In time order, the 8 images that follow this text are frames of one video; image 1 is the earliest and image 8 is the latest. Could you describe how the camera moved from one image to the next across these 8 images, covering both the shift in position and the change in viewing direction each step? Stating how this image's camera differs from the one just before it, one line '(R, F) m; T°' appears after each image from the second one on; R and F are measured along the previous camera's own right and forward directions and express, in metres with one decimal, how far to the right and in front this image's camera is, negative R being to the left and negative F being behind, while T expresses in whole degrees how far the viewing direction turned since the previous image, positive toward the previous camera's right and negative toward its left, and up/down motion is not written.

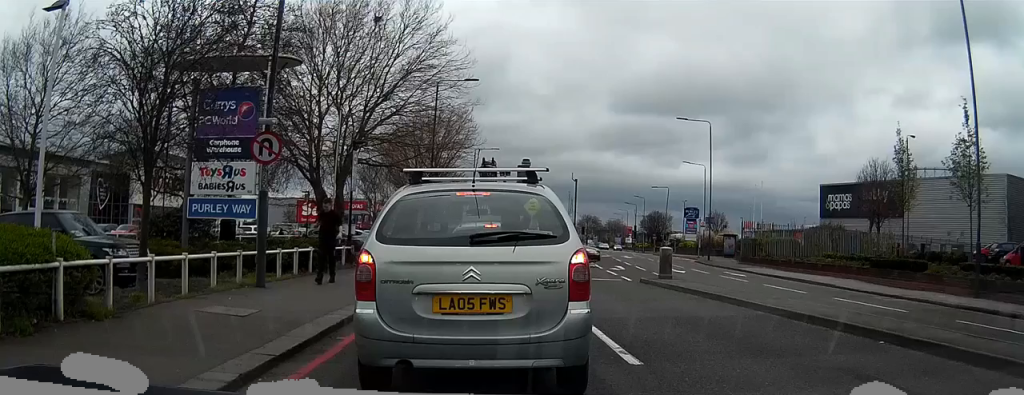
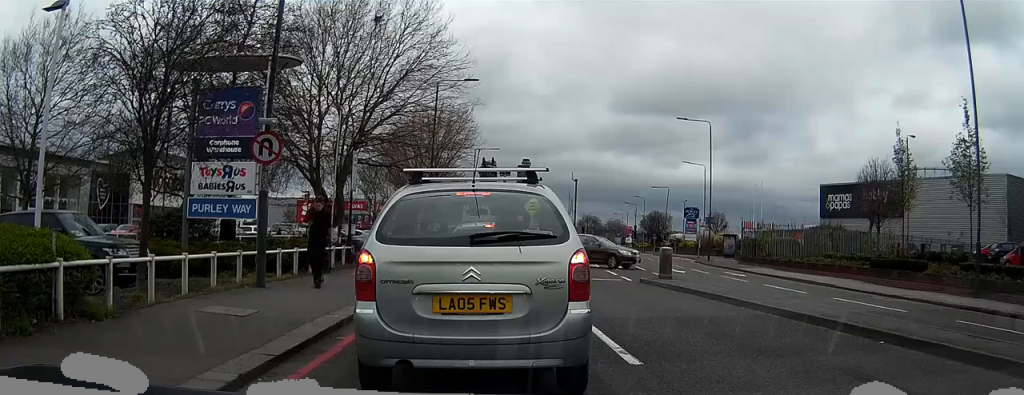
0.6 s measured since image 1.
(0.0, 0.0) m; 0°
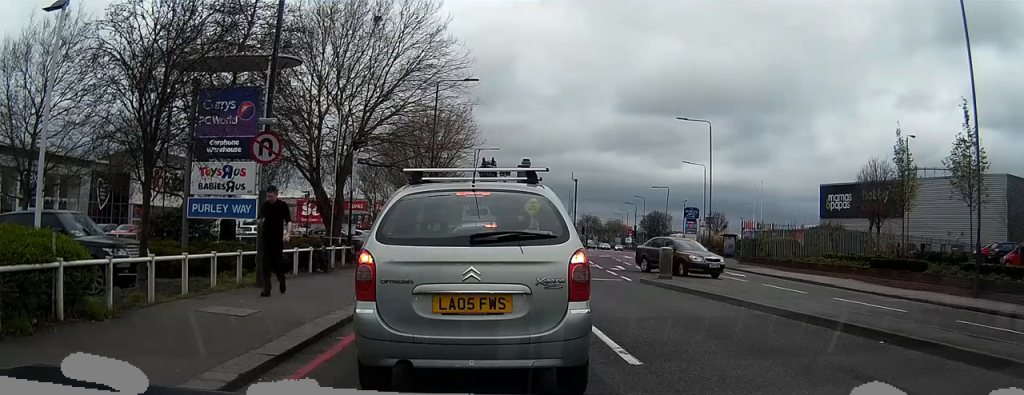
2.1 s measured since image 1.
(0.0, 0.0) m; 0°
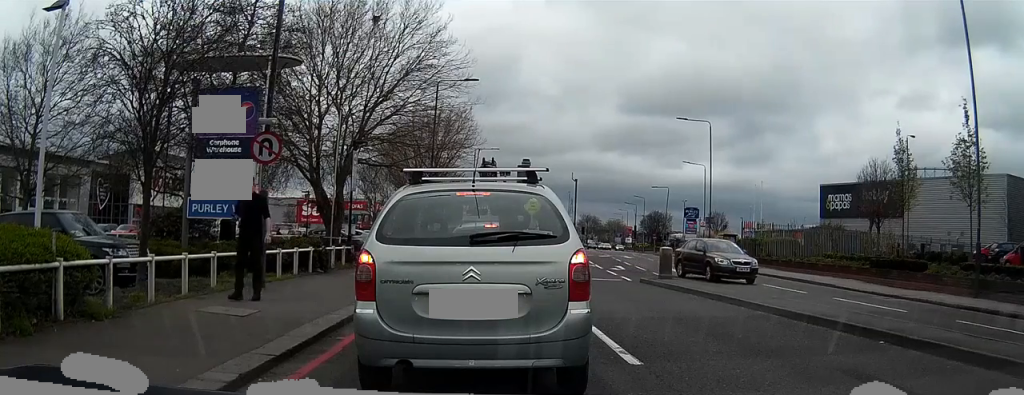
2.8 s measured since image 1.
(0.0, 0.0) m; 0°
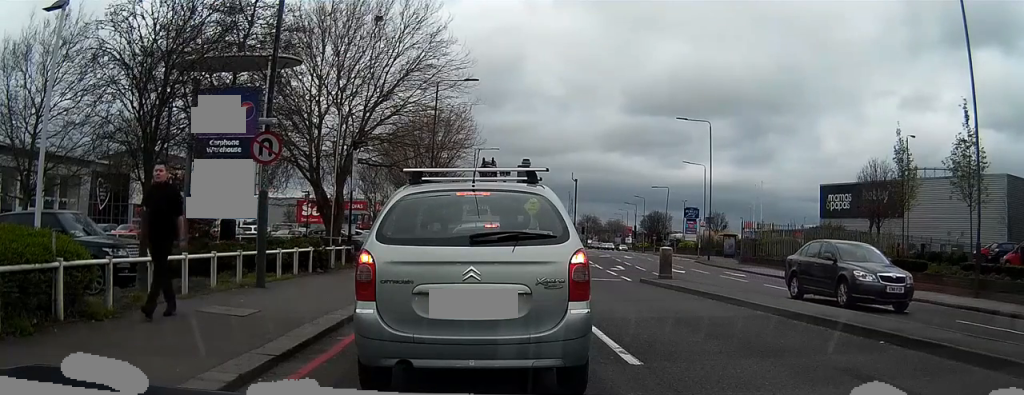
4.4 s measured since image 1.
(0.0, 0.0) m; 0°
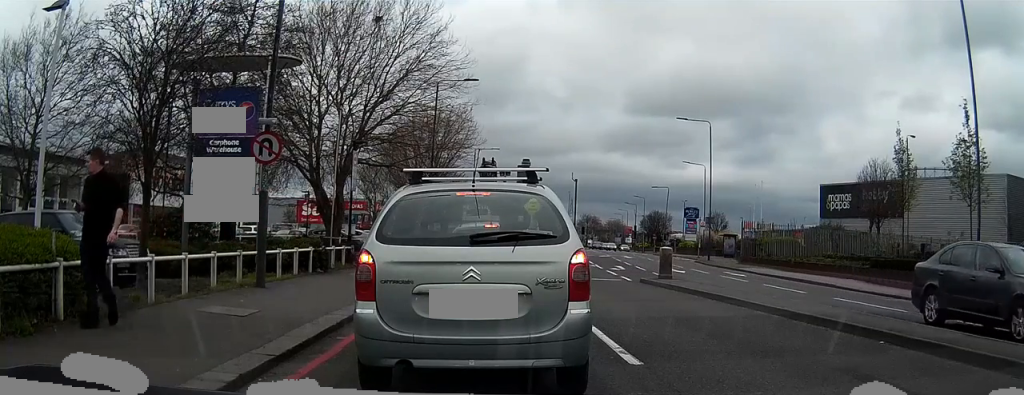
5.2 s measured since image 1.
(0.0, 0.0) m; 0°
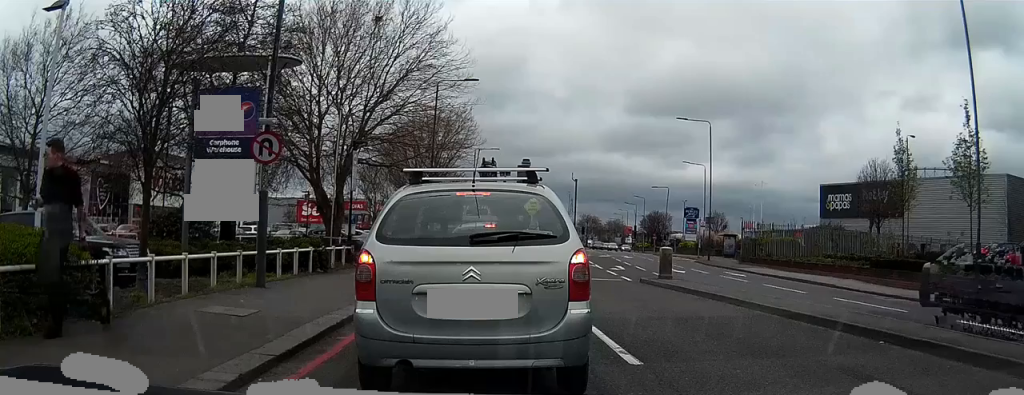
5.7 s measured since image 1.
(0.0, 0.0) m; 0°
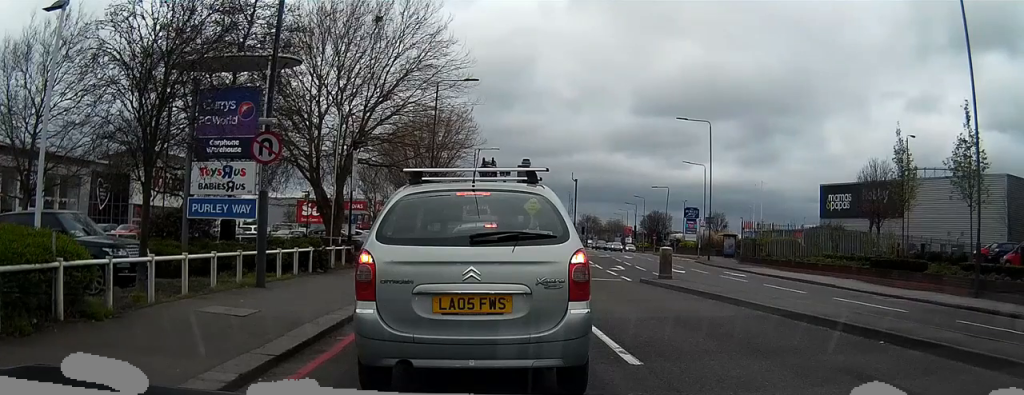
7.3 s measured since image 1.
(0.0, 0.0) m; 0°
